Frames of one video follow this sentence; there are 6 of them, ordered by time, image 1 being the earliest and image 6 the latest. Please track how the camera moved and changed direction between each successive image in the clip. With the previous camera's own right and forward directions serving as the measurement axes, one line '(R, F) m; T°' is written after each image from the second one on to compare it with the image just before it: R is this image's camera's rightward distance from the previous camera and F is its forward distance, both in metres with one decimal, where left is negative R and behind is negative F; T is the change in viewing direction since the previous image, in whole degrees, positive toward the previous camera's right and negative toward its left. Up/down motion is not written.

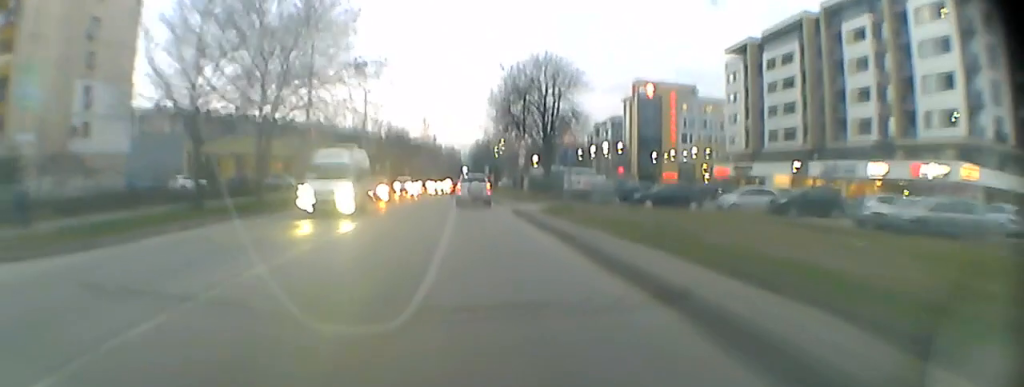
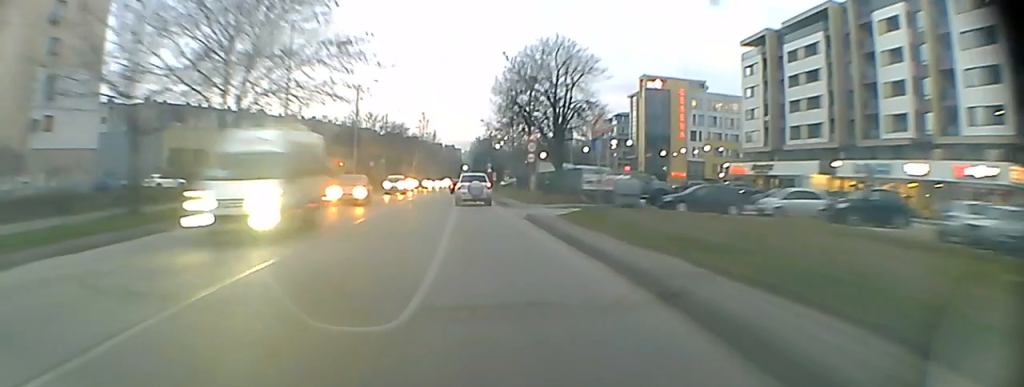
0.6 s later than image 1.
(0.0, +6.6) m; 0°
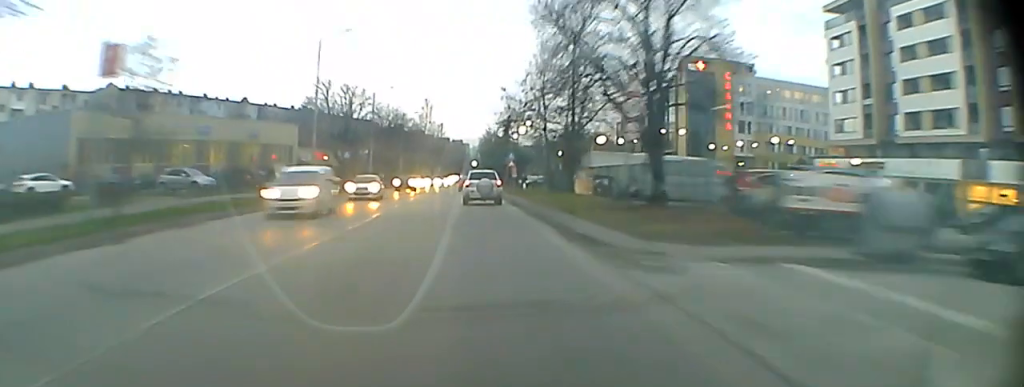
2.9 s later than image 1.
(0.0, +23.1) m; 0°
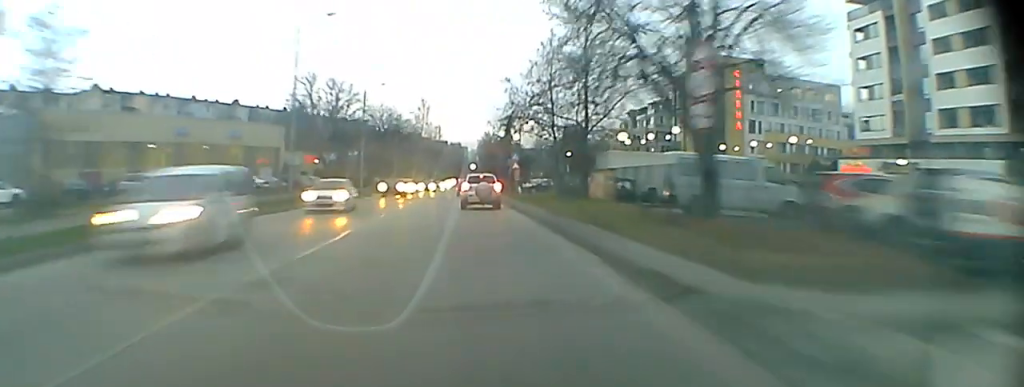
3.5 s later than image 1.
(0.0, +6.4) m; 0°
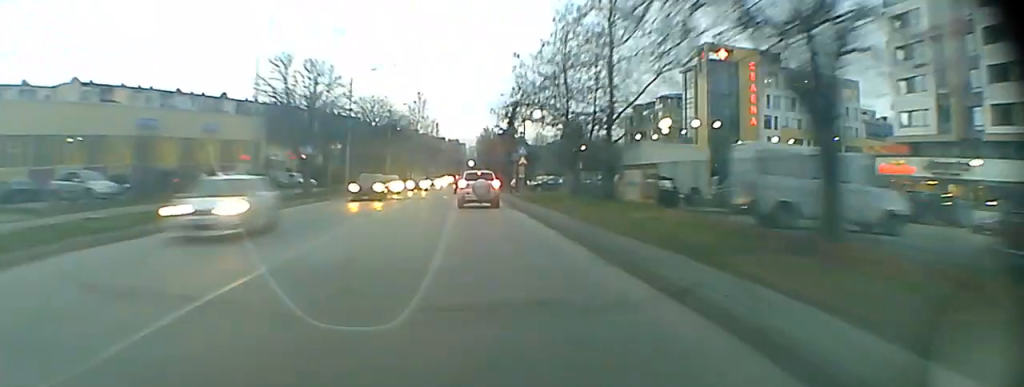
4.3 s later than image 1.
(0.0, +7.4) m; 0°
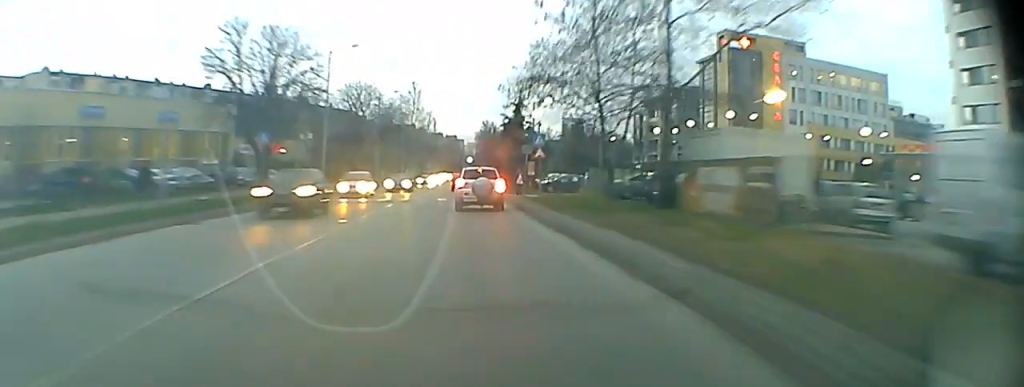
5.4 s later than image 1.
(0.0, +9.6) m; 0°
